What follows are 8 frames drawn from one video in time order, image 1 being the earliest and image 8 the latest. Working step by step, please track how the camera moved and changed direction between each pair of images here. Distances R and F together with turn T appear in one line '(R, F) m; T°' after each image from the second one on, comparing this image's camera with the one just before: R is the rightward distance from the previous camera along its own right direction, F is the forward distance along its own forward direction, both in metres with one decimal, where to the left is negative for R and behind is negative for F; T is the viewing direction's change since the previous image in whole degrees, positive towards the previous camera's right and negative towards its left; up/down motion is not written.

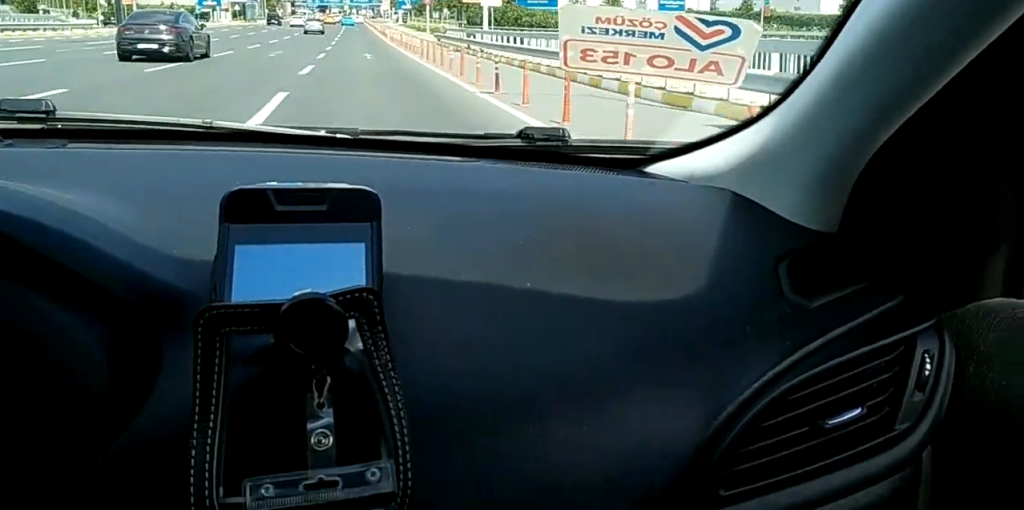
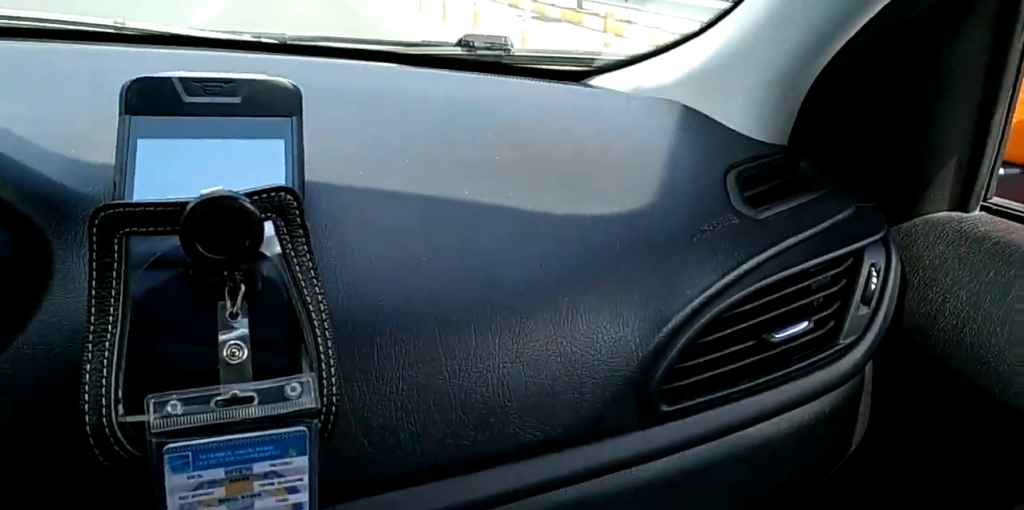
(0.0, +27.4) m; -1°
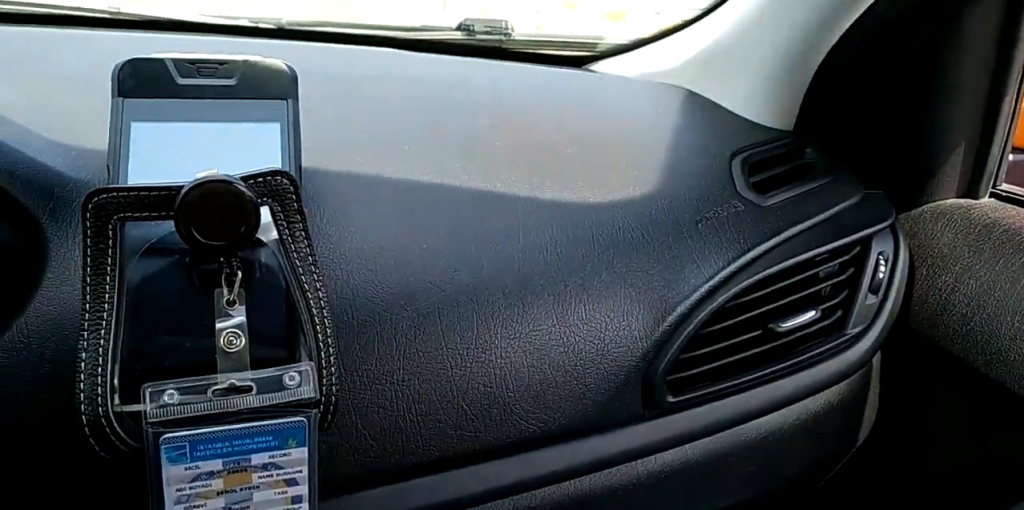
(-0.3, +17.0) m; -1°
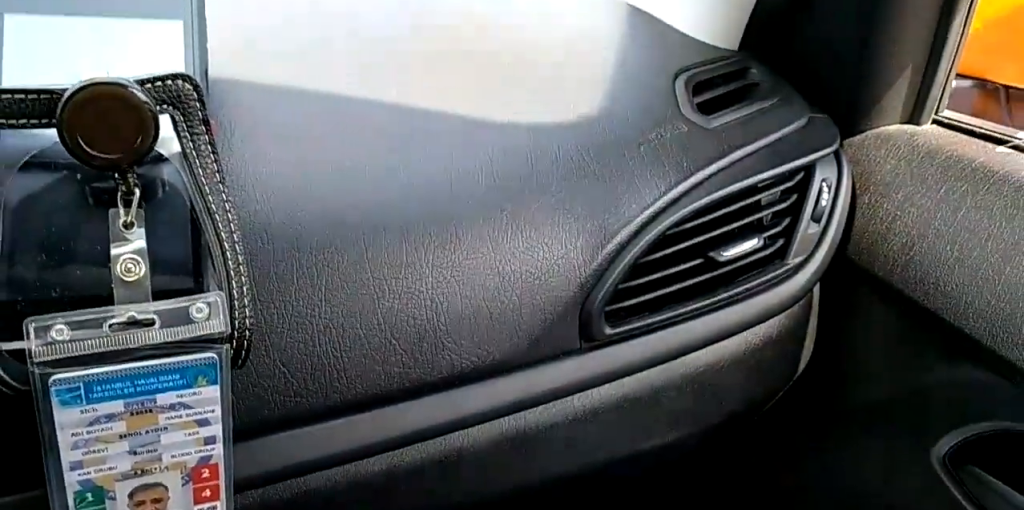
(-0.1, +14.1) m; +1°
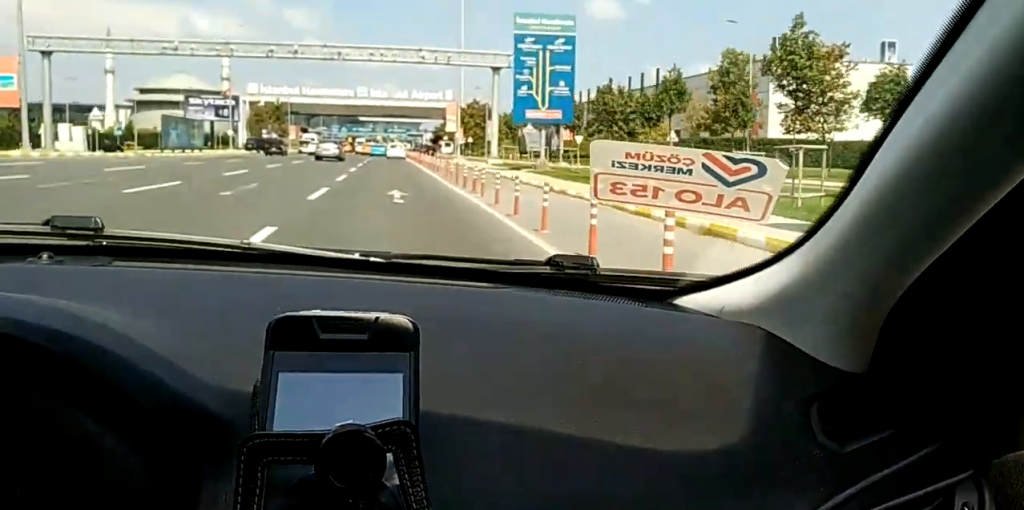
(+0.3, +21.1) m; -2°
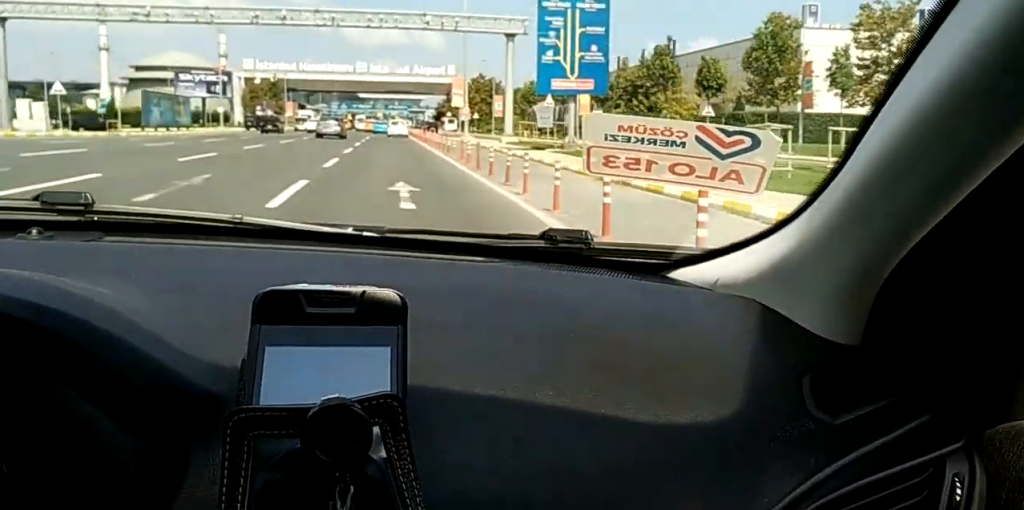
(-0.3, +6.5) m; -1°
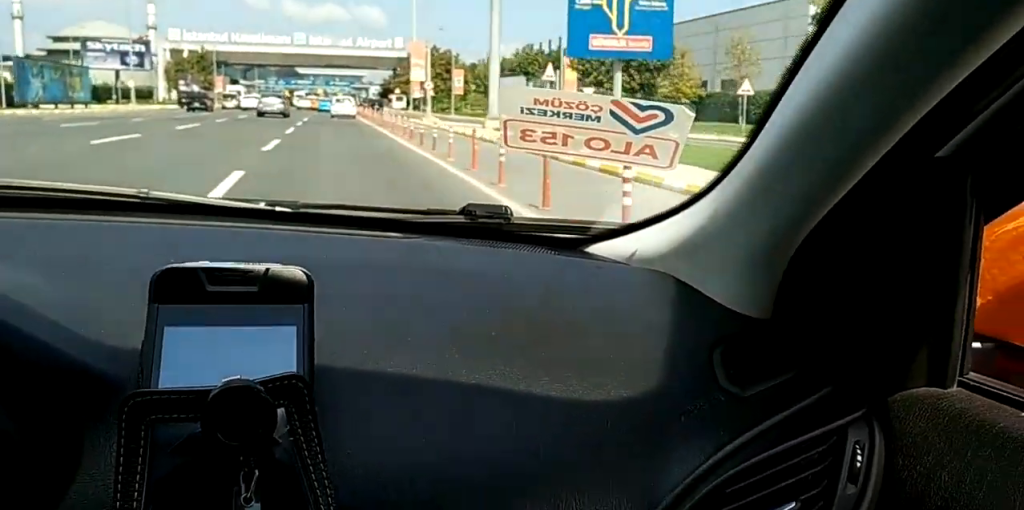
(-0.3, +13.7) m; -1°
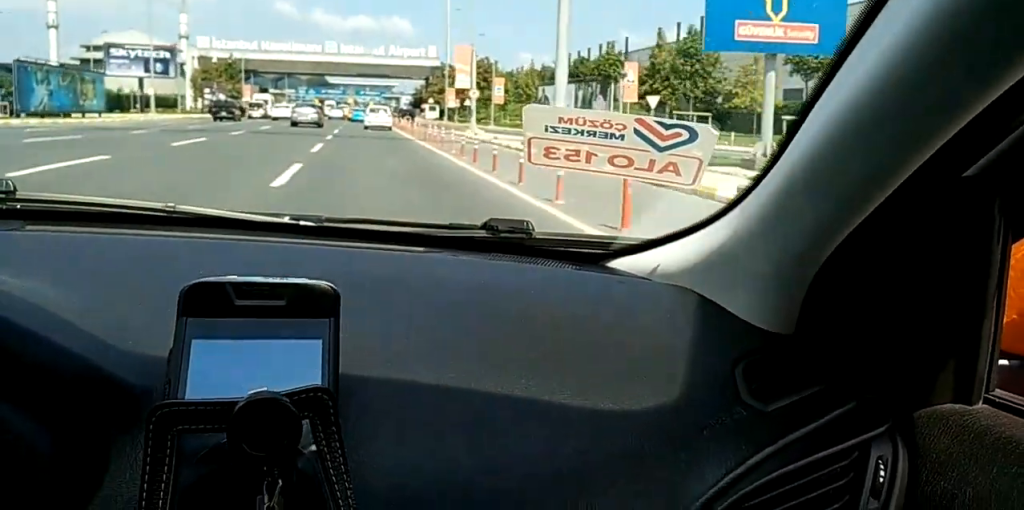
(0.0, +7.8) m; 0°
